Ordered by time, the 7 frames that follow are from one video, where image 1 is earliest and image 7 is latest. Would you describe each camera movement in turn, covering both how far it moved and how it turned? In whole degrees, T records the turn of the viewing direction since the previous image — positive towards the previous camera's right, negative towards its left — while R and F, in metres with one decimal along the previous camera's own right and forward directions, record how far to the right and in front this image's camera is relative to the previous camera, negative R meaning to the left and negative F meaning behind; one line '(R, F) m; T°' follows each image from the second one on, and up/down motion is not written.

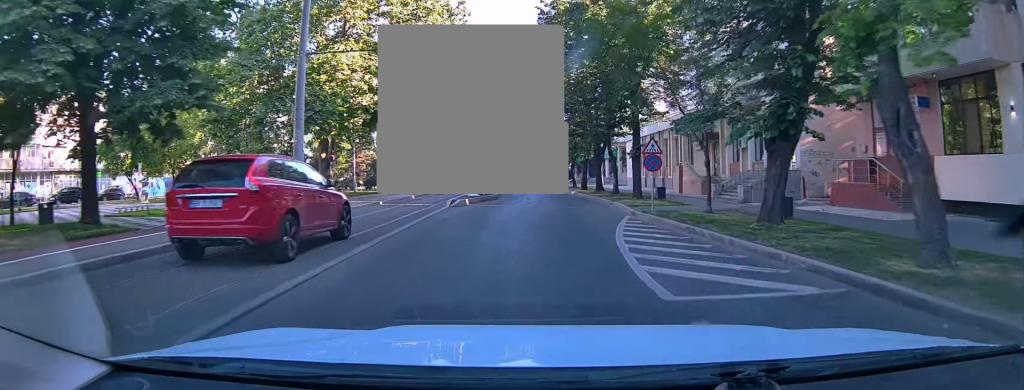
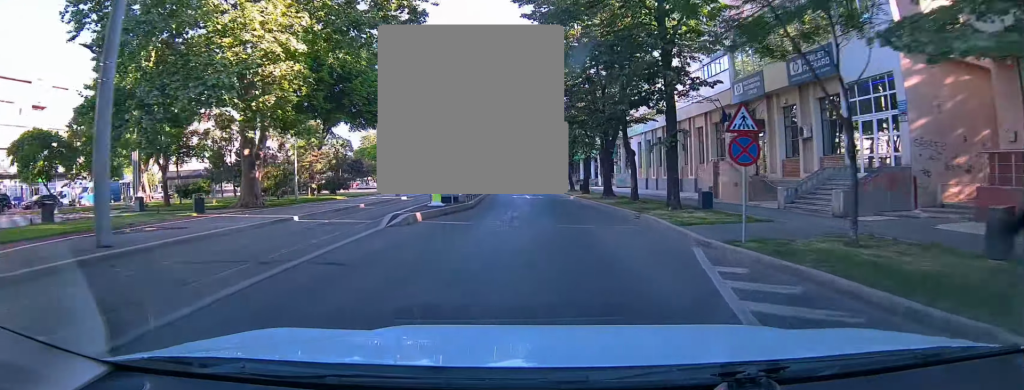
(+0.1, +8.1) m; +1°
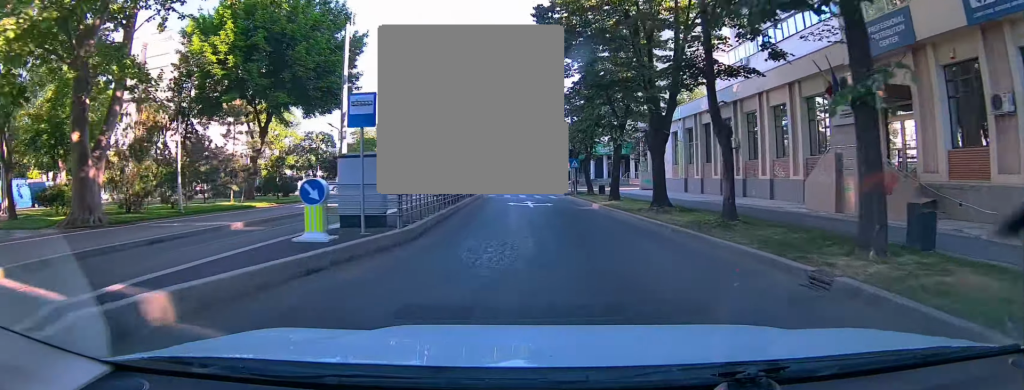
(+0.2, +10.9) m; +1°
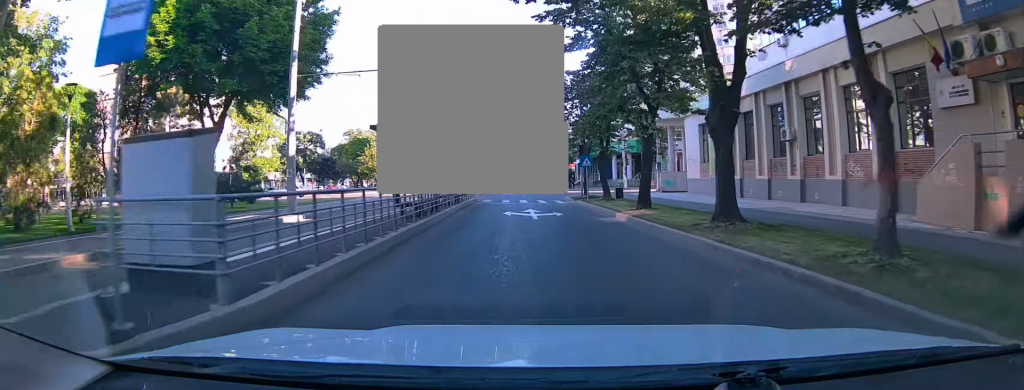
(0.0, +5.9) m; 0°
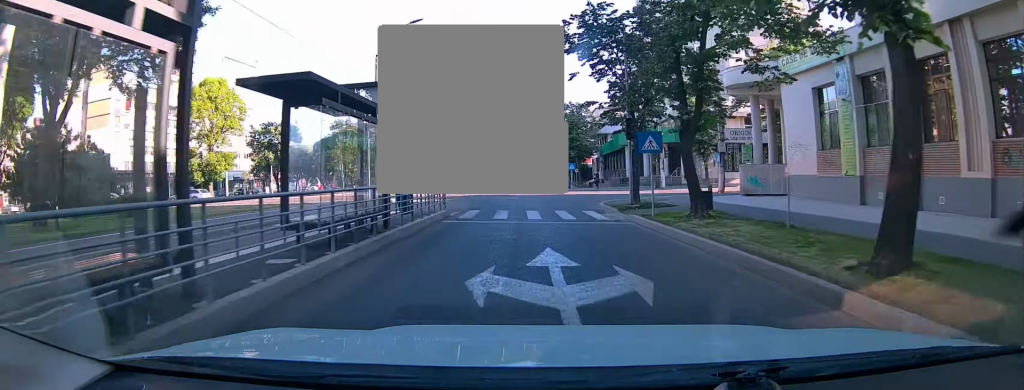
(0.0, +13.3) m; 0°
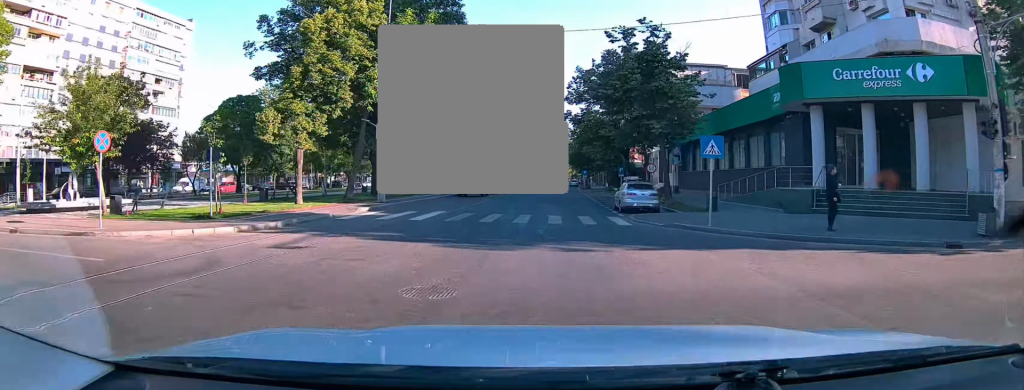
(-0.1, +36.7) m; -3°
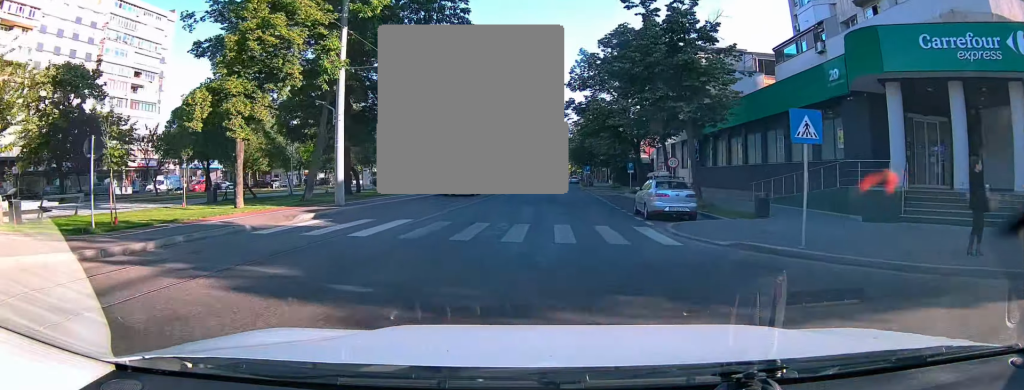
(-0.2, +5.3) m; -1°
